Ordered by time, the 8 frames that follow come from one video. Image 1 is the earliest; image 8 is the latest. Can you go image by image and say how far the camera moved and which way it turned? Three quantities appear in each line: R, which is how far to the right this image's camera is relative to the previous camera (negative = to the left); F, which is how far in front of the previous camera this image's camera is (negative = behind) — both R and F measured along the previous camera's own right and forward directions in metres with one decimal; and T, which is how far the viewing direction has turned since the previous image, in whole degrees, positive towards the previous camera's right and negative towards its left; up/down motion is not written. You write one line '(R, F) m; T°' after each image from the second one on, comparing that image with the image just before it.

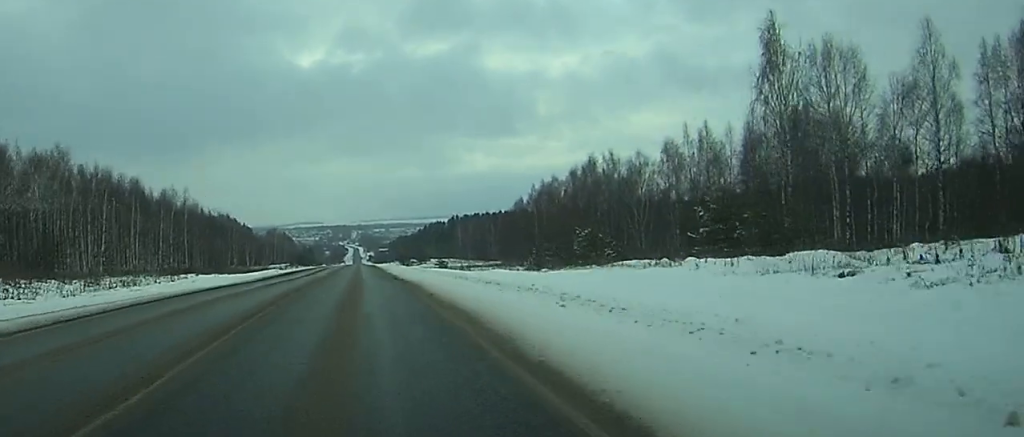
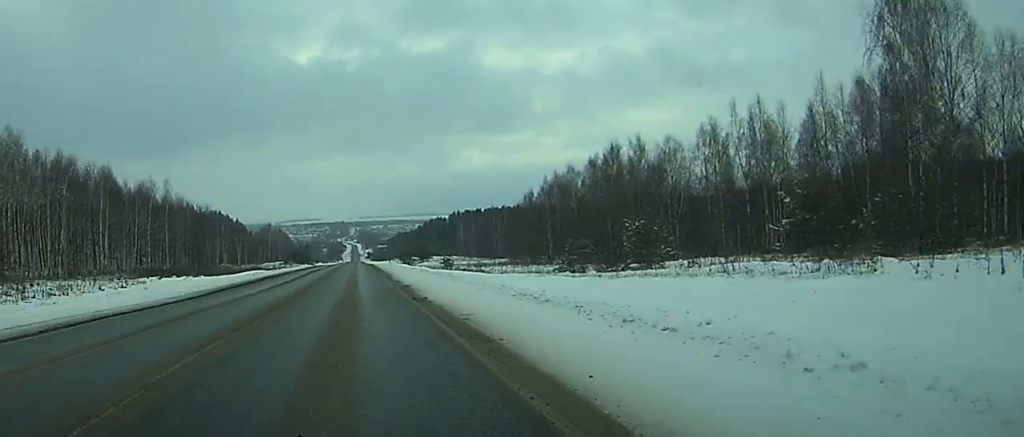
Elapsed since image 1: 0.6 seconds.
(0.0, +16.4) m; 0°
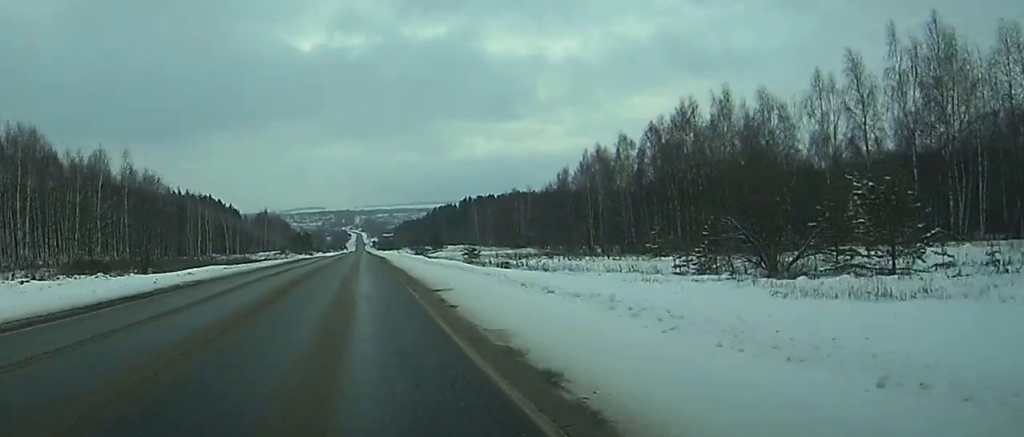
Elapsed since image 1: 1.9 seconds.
(-0.2, +32.4) m; -1°
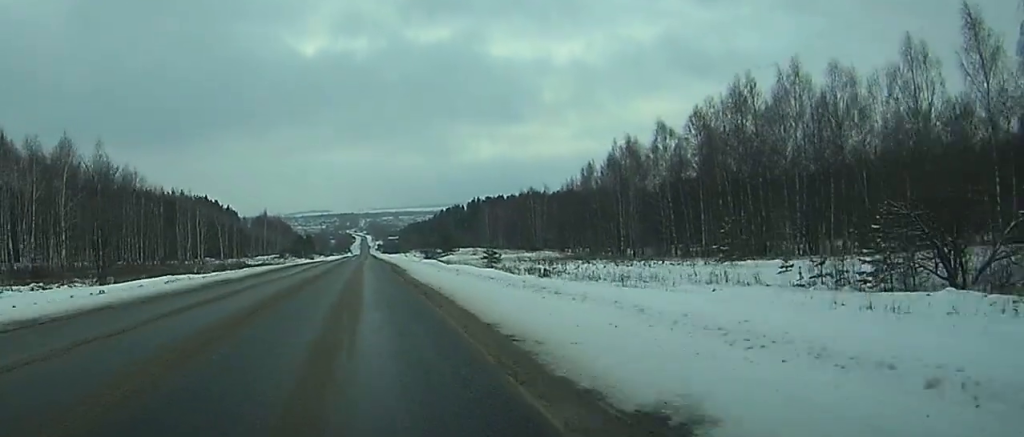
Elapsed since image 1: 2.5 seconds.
(0.0, +16.7) m; 0°
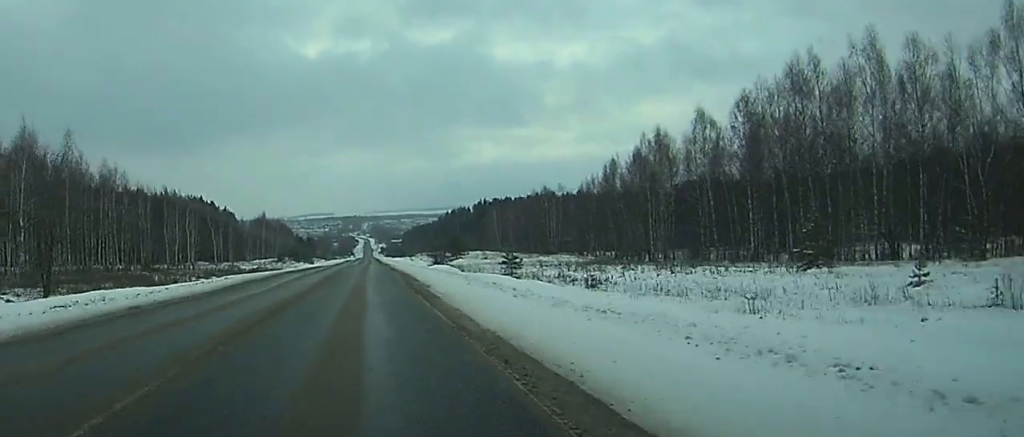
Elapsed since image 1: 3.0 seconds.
(-0.1, +14.2) m; 0°
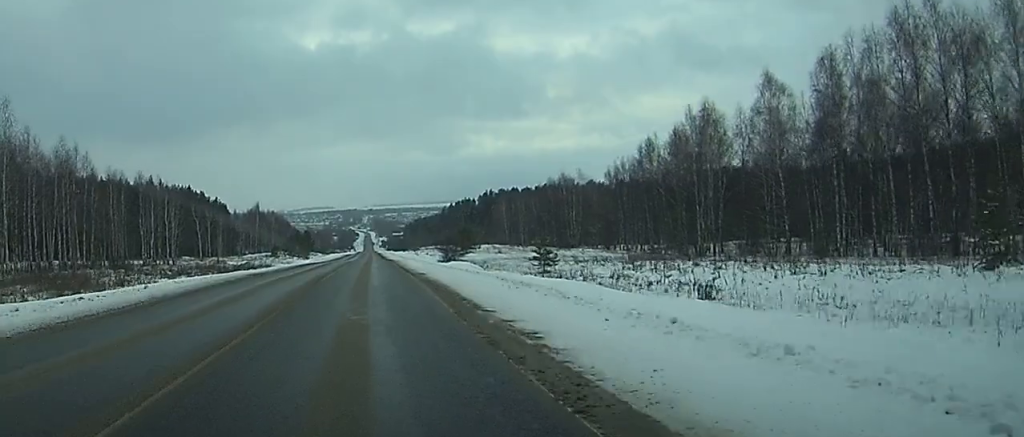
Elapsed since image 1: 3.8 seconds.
(-0.1, +19.6) m; 0°
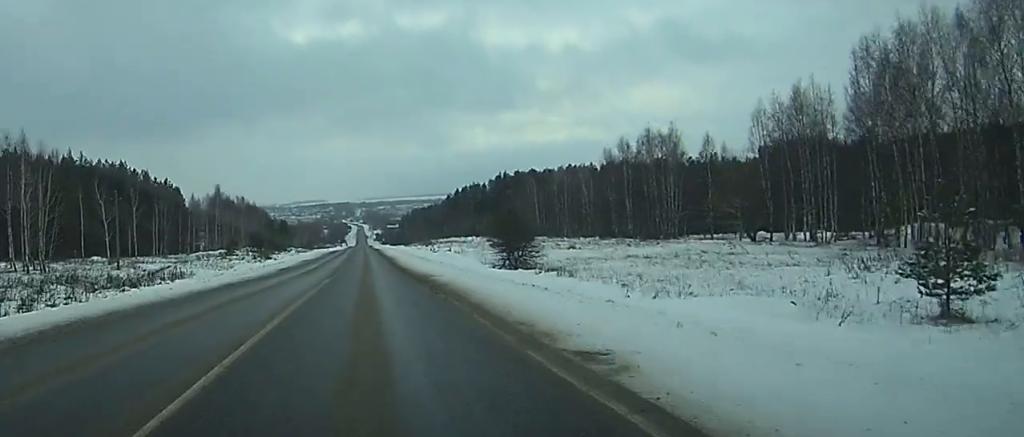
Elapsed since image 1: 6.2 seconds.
(0.0, +64.7) m; 0°
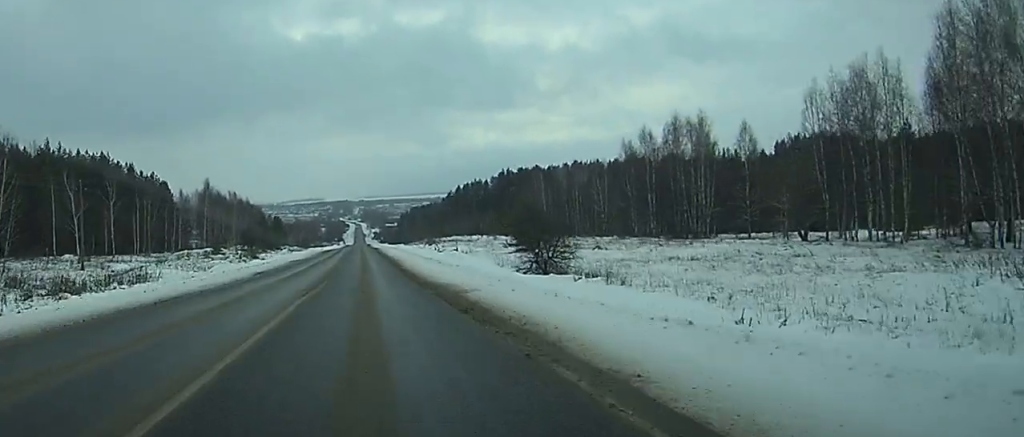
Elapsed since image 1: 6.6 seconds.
(0.0, +12.6) m; 0°
